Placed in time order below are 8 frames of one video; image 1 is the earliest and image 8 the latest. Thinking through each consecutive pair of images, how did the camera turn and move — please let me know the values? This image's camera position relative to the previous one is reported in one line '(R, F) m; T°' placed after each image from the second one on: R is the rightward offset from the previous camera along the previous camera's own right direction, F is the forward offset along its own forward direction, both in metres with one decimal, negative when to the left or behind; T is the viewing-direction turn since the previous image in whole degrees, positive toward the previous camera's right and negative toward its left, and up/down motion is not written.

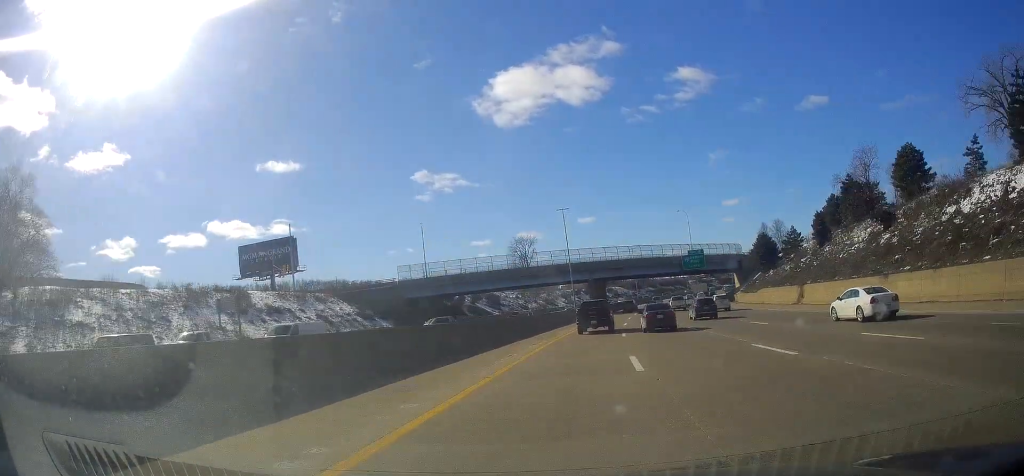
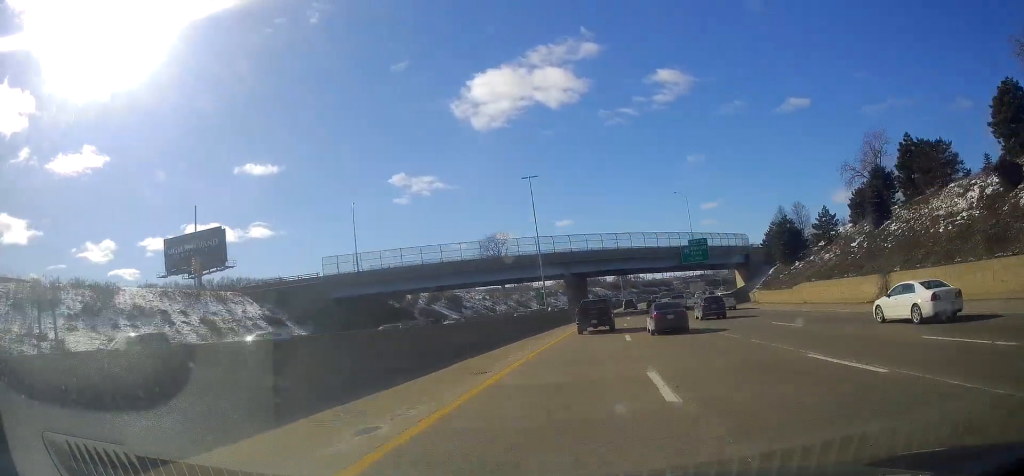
(-0.1, +19.9) m; +1°
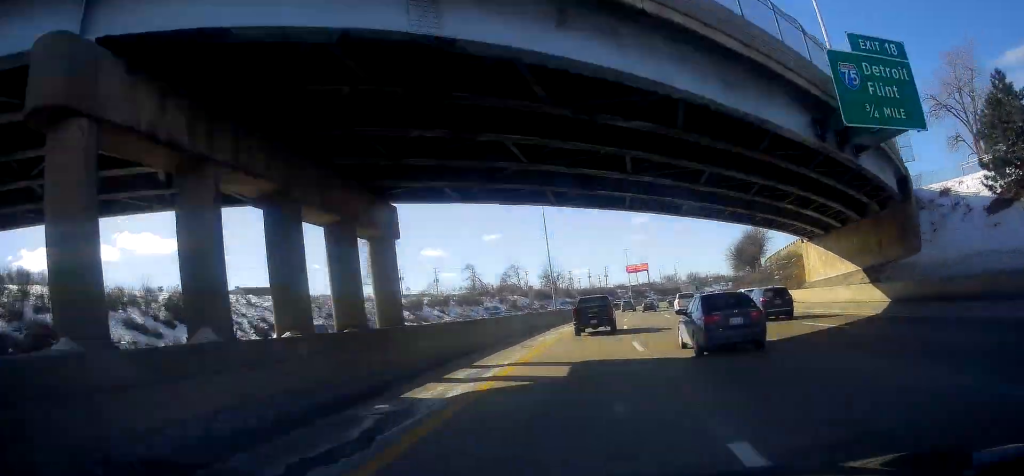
(+5.0, +68.3) m; +9°
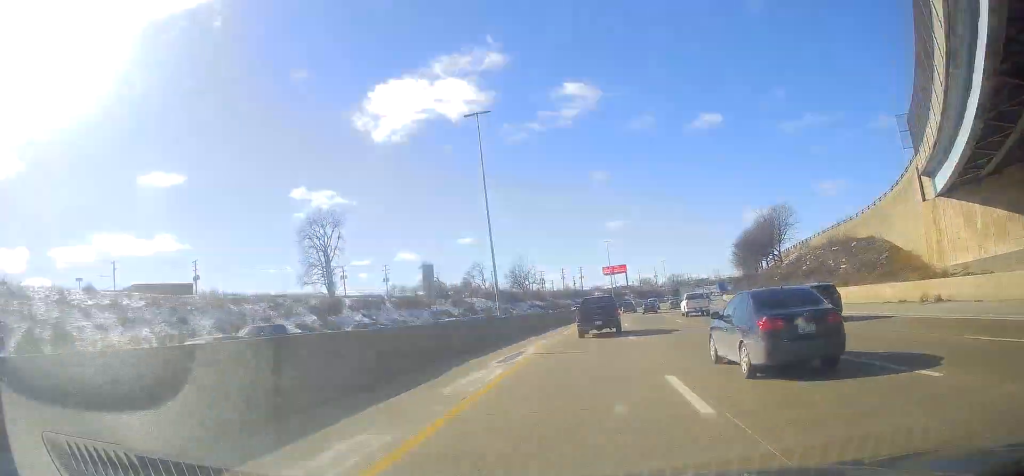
(+0.7, +25.7) m; +3°
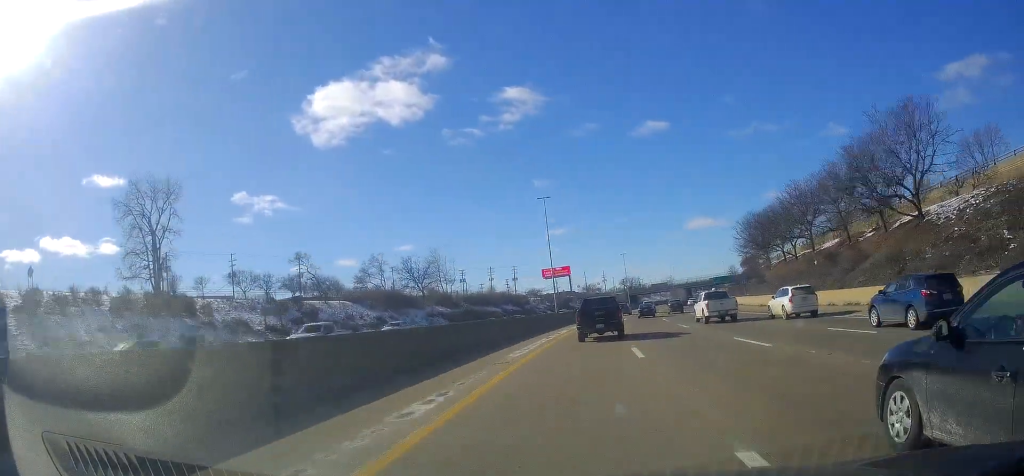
(+2.7, +52.6) m; +5°
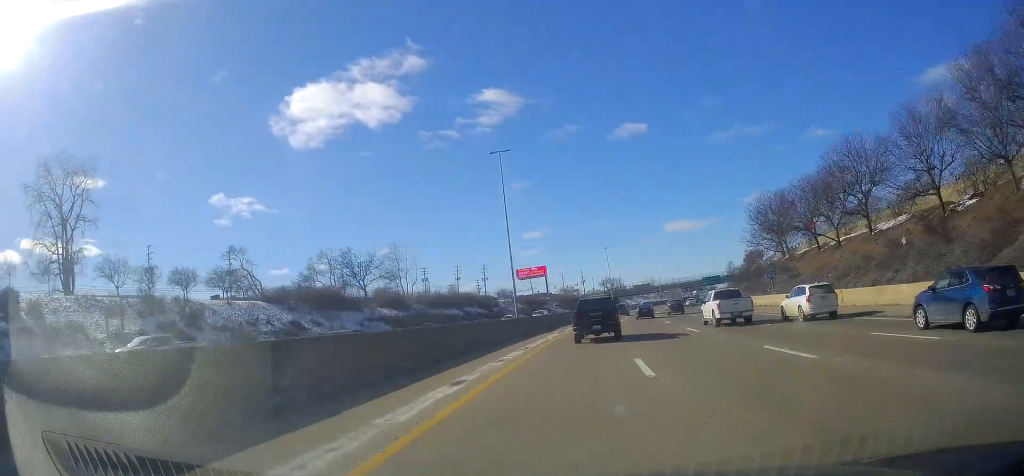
(+0.3, +20.2) m; +2°
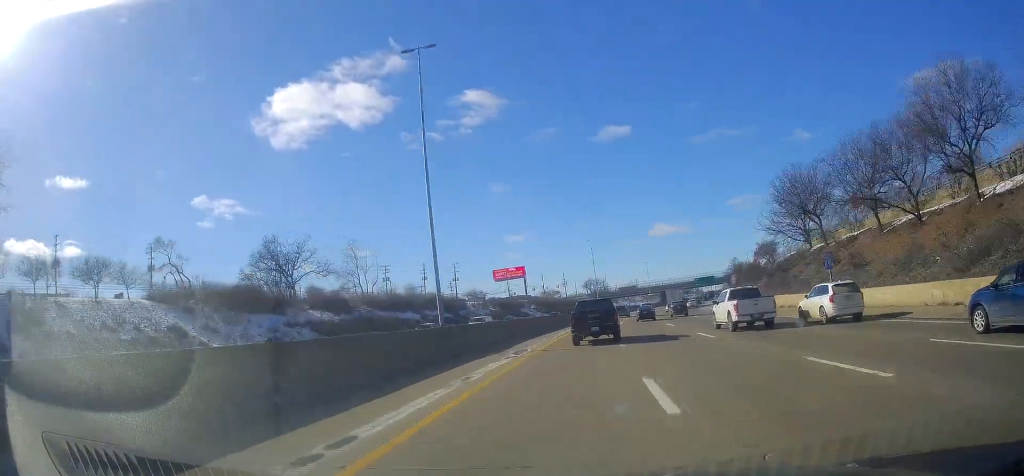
(0.0, +18.9) m; +2°
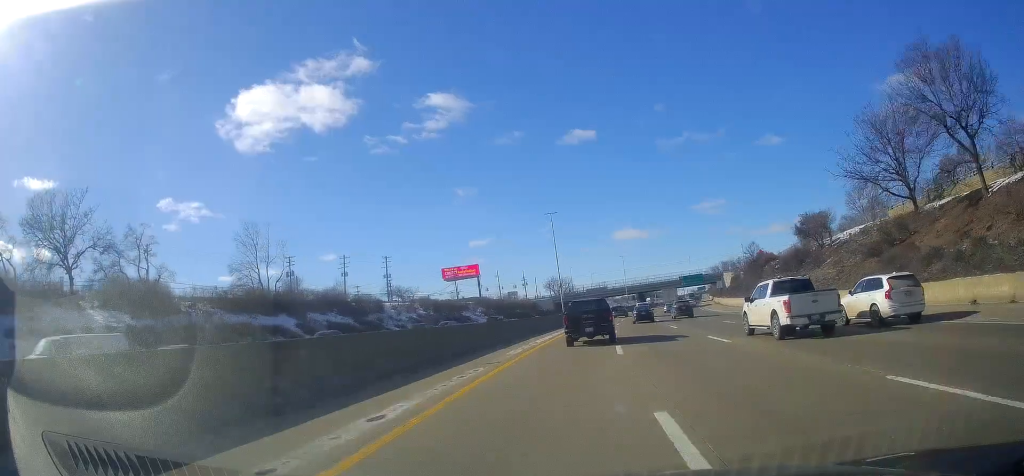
(+1.1, +34.2) m; +4°
